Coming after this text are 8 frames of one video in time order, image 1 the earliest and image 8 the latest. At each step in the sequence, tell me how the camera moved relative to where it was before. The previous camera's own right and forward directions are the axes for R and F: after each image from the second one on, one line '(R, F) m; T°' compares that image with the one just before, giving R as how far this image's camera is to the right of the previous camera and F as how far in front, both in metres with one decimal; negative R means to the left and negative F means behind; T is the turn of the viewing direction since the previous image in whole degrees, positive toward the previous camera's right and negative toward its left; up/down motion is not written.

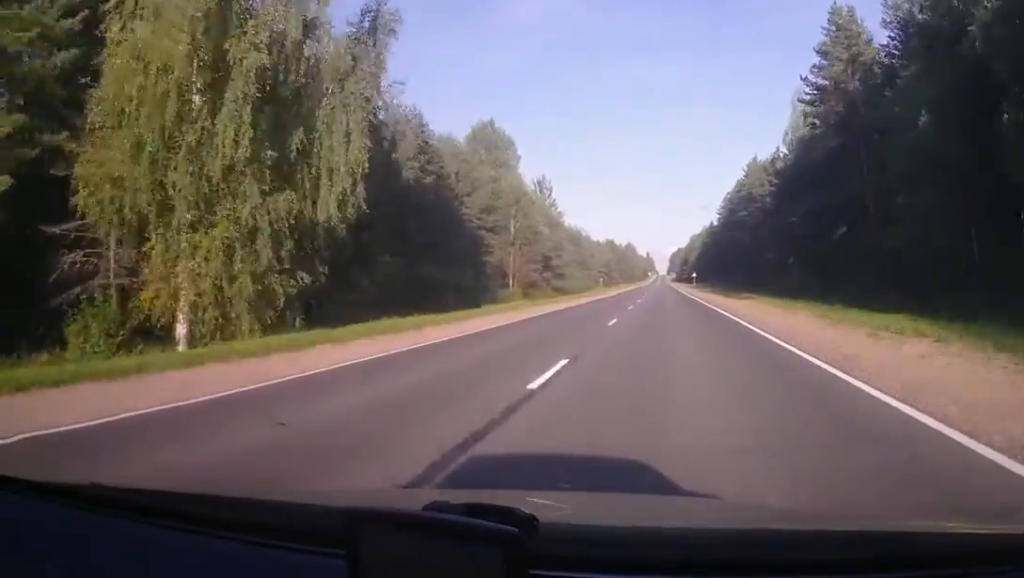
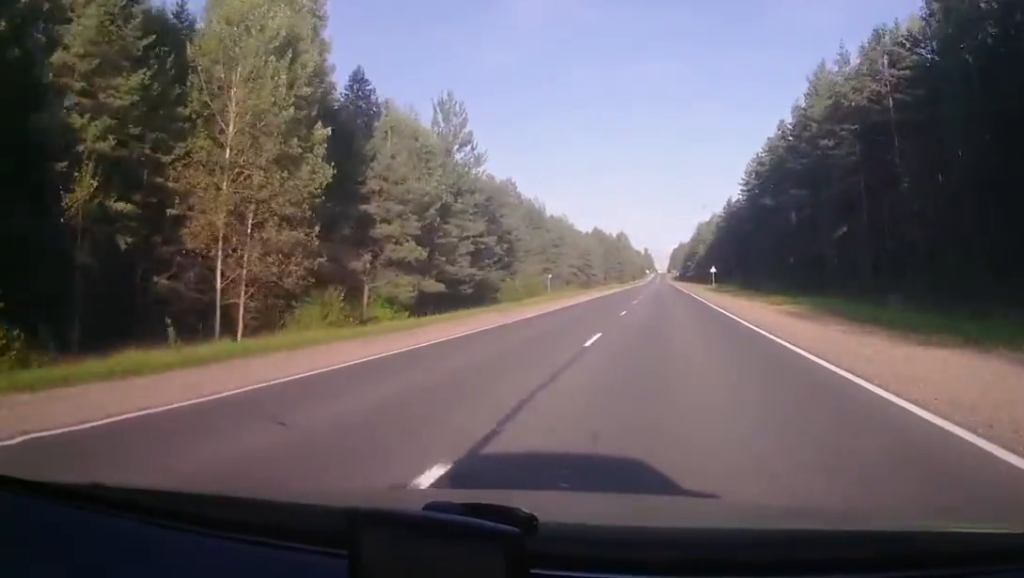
(-0.1, +54.9) m; 0°
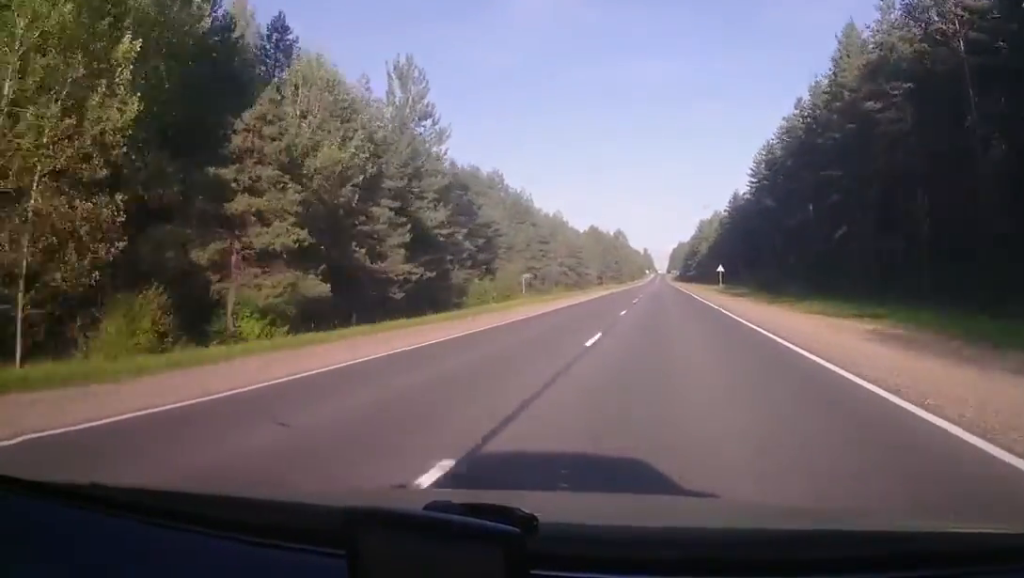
(0.0, +12.0) m; 0°
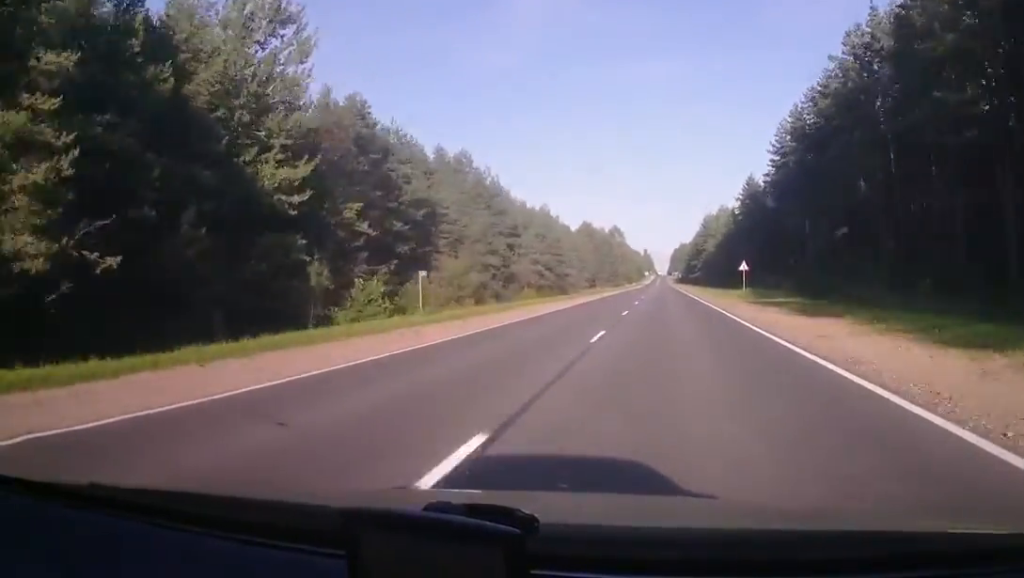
(+0.1, +23.1) m; 0°
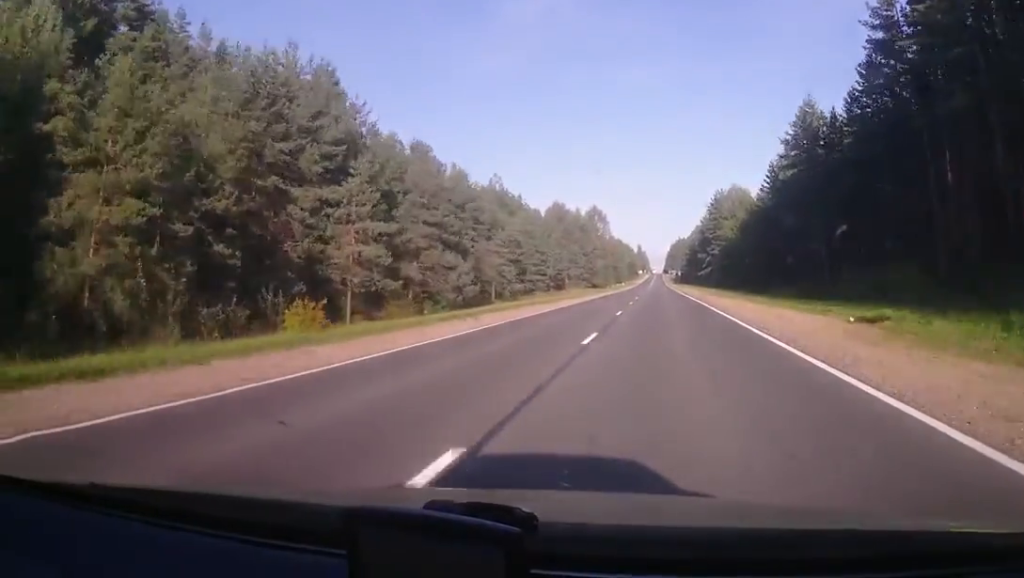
(-0.5, +48.9) m; -1°
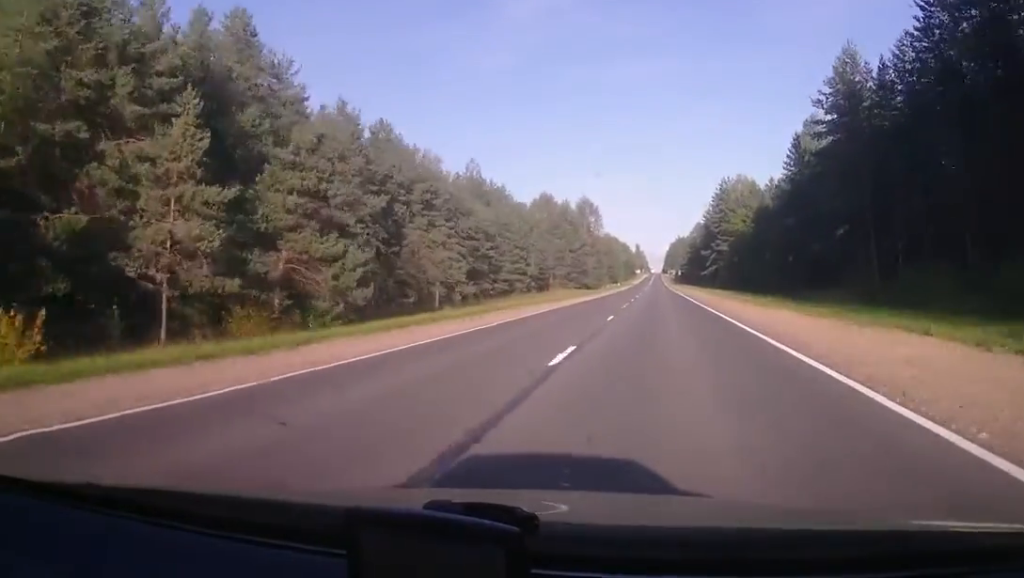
(-0.2, +15.7) m; 0°
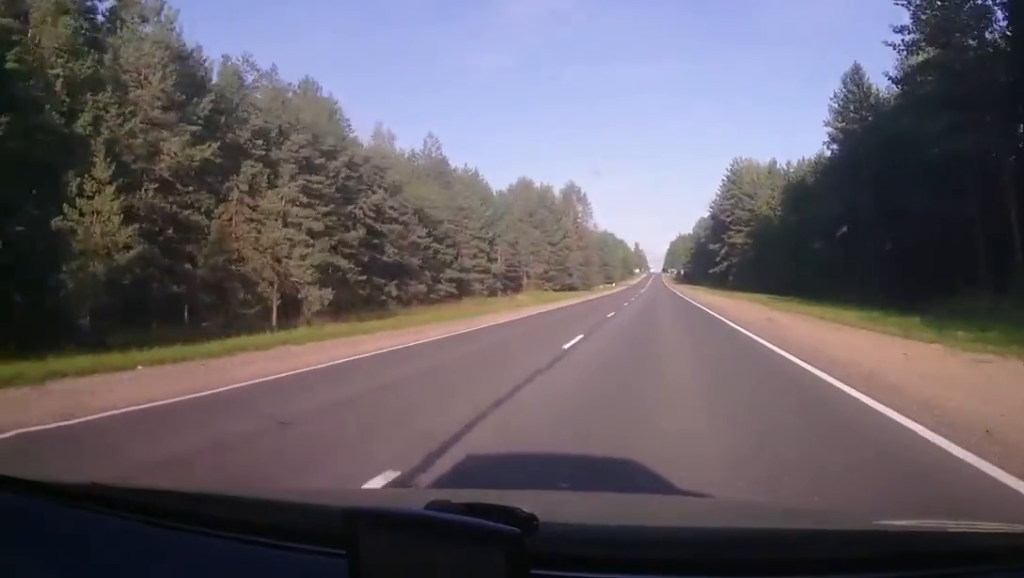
(+0.4, +21.1) m; +1°
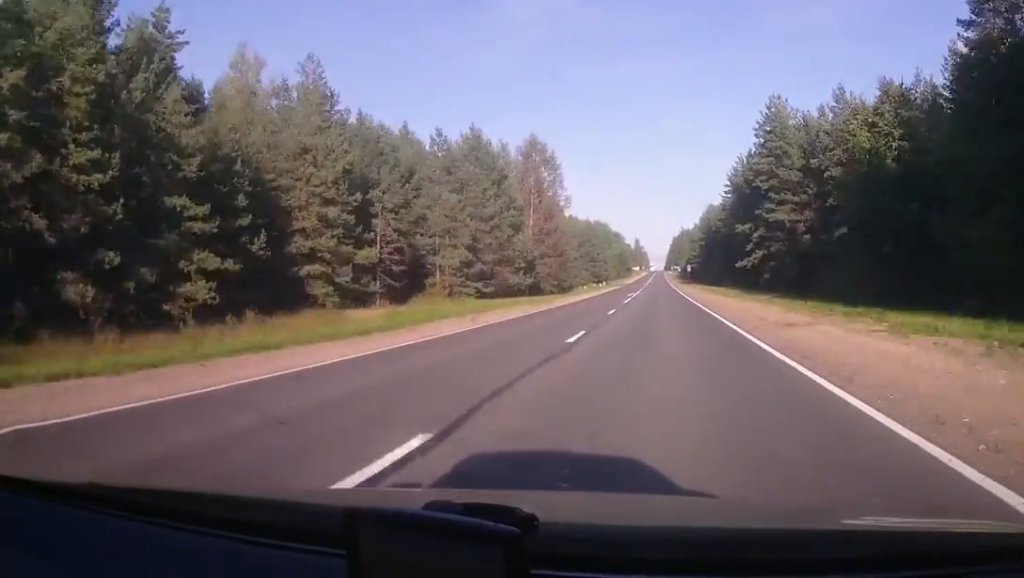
(+0.1, +34.8) m; 0°
